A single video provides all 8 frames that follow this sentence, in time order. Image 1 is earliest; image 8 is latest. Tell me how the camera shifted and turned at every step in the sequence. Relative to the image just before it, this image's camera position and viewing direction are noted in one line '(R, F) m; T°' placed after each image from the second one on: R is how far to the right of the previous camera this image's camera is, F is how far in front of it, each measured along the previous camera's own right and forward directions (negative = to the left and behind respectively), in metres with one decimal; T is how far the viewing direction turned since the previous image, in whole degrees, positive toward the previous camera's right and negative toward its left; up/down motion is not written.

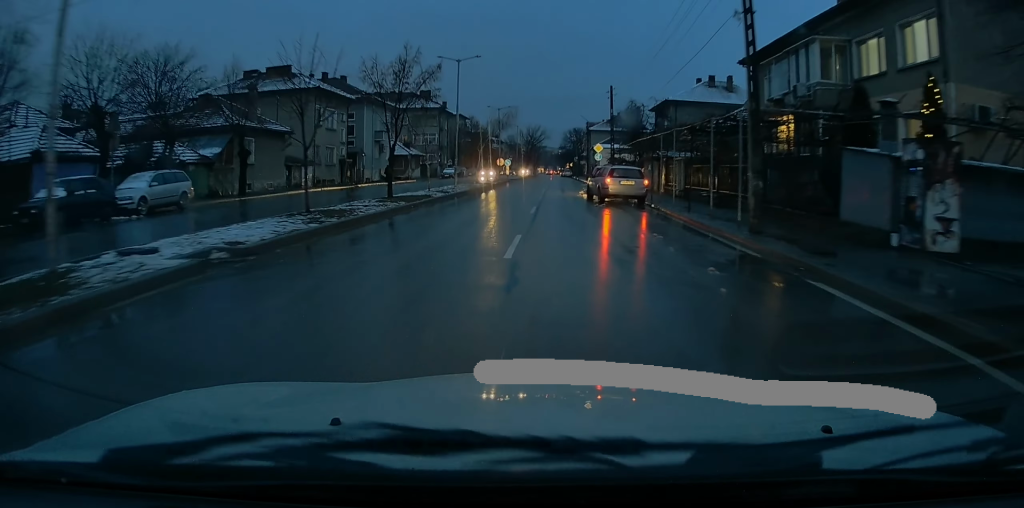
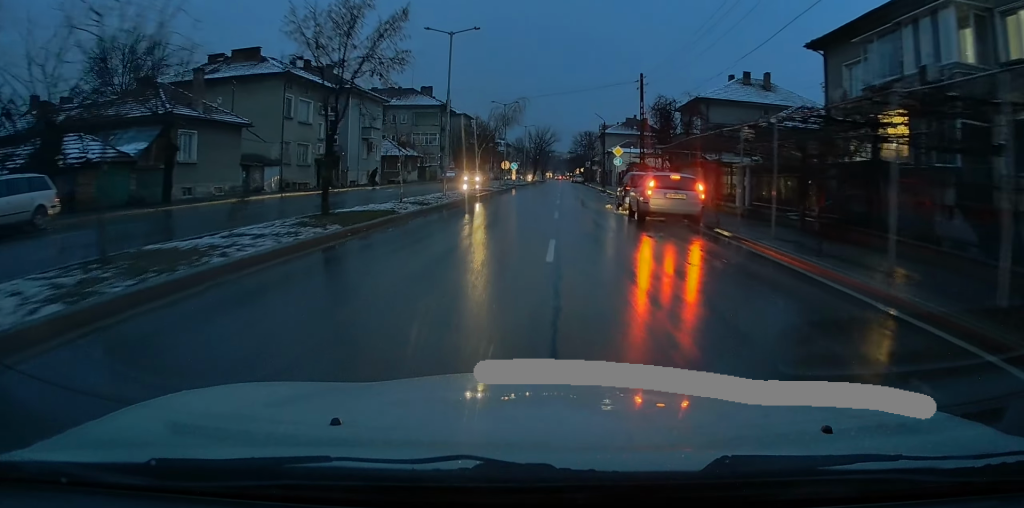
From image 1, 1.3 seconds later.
(+0.1, +8.9) m; +1°
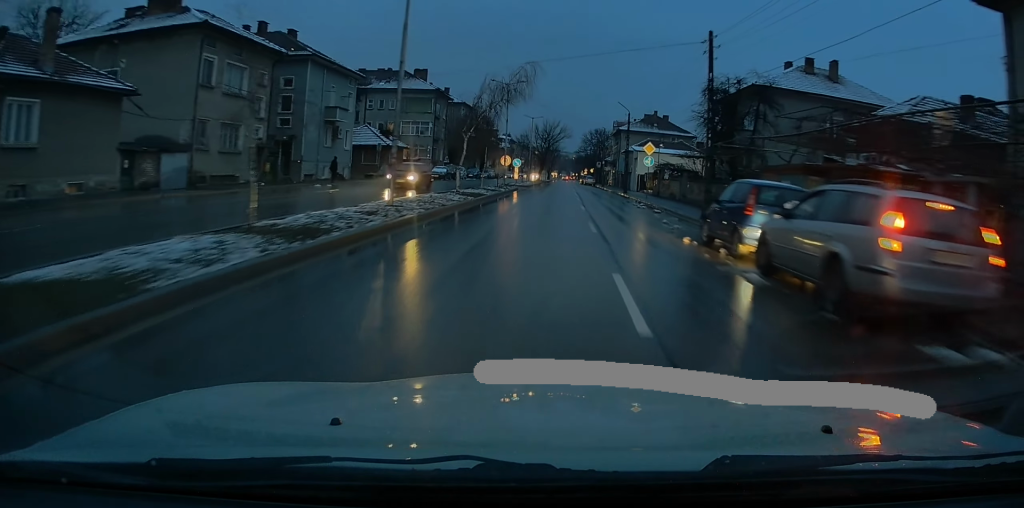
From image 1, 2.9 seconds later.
(0.0, +13.4) m; 0°
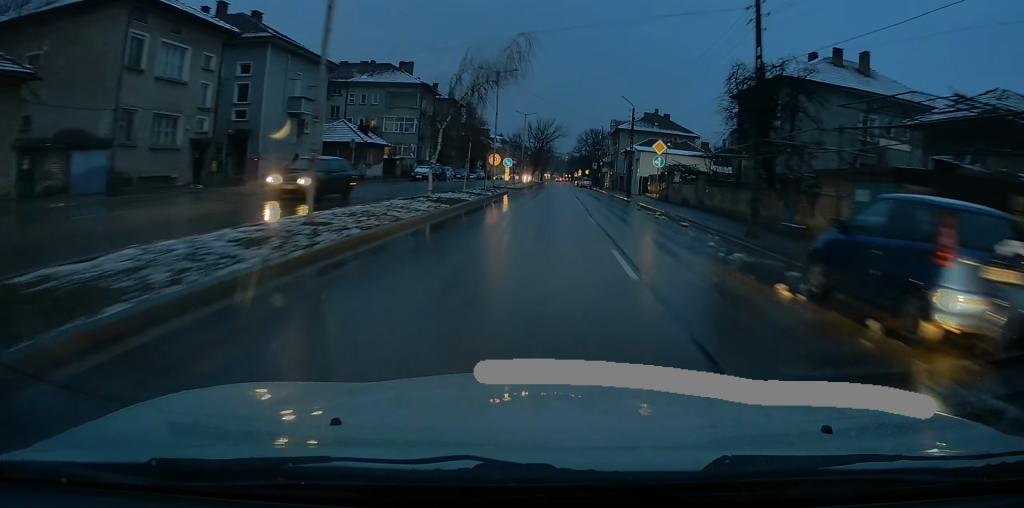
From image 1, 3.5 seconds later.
(0.0, +6.1) m; 0°
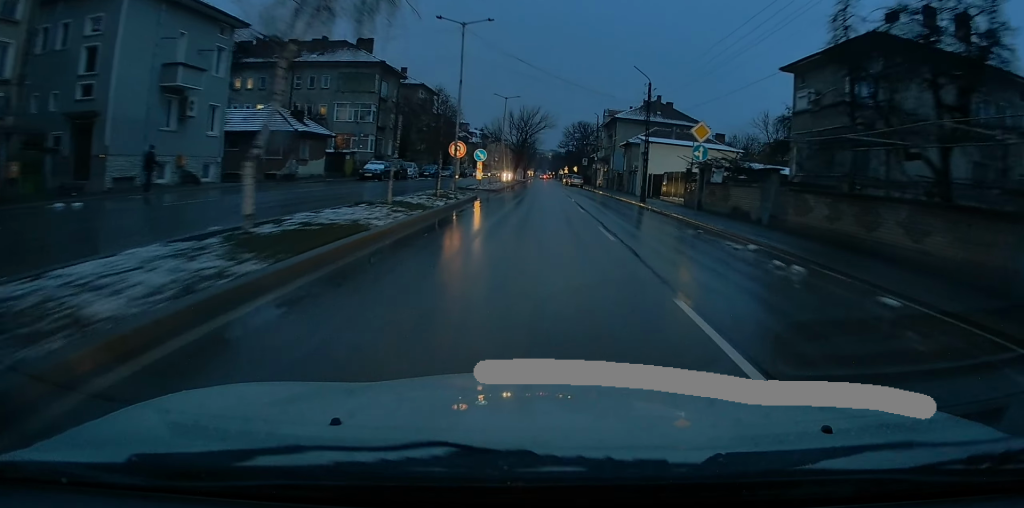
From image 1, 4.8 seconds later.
(0.0, +13.6) m; 0°
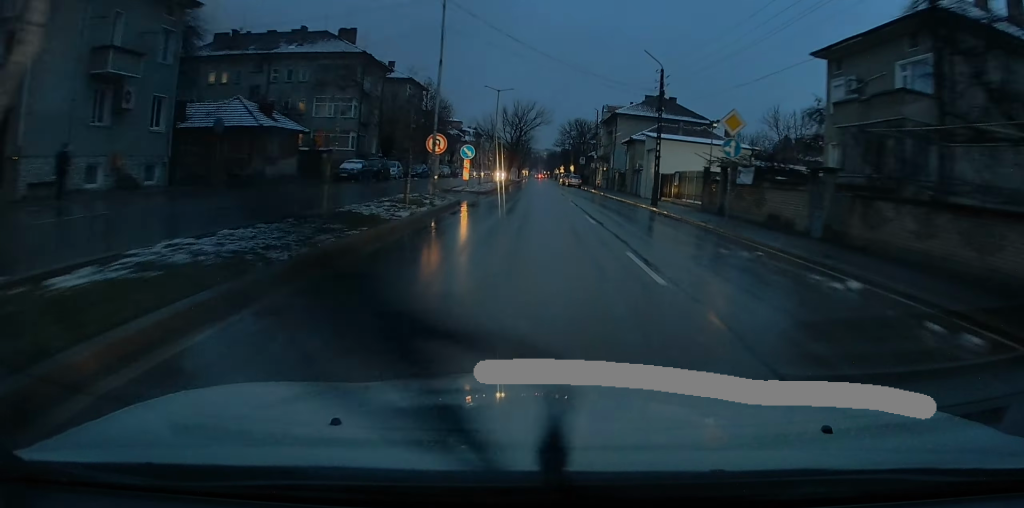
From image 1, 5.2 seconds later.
(0.0, +4.9) m; 0°
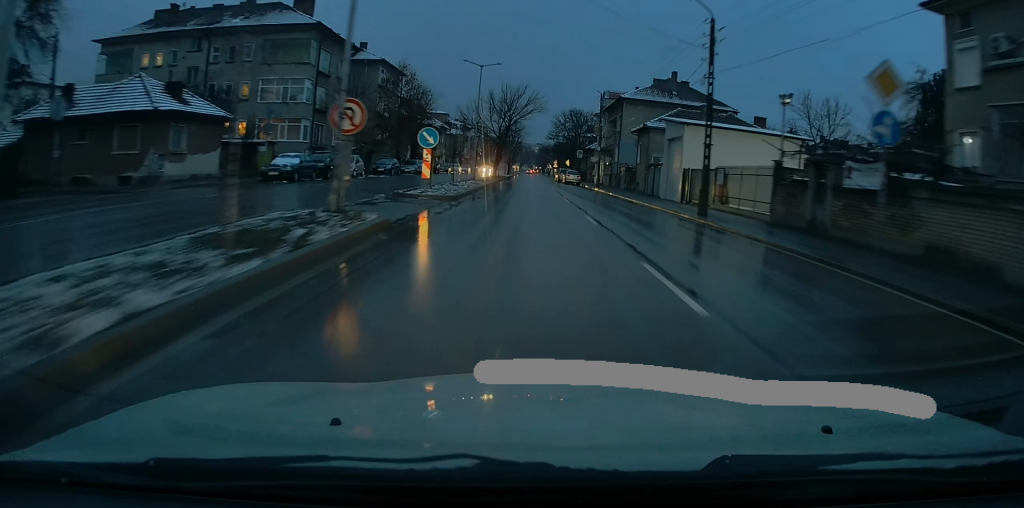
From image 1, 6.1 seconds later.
(0.0, +10.5) m; +1°
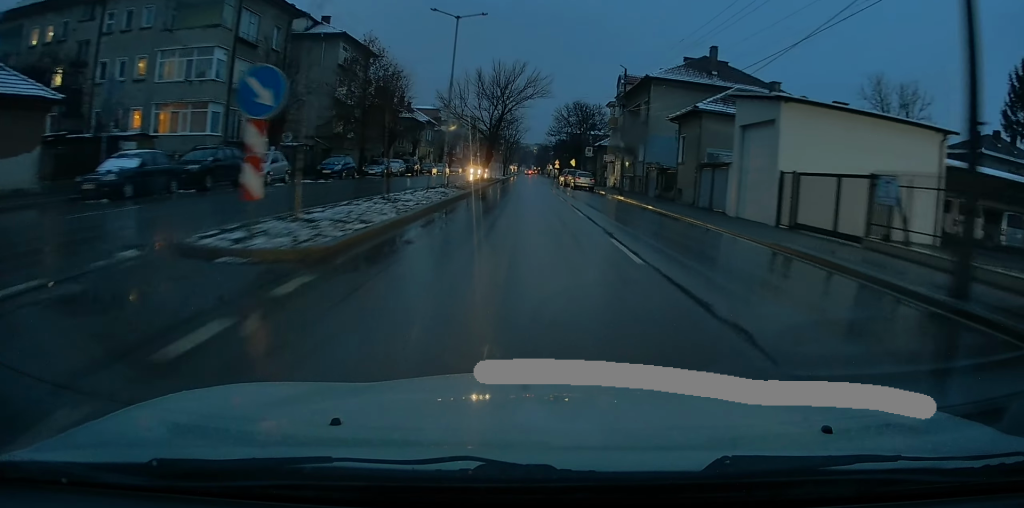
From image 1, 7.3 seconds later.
(+0.2, +14.6) m; +1°
